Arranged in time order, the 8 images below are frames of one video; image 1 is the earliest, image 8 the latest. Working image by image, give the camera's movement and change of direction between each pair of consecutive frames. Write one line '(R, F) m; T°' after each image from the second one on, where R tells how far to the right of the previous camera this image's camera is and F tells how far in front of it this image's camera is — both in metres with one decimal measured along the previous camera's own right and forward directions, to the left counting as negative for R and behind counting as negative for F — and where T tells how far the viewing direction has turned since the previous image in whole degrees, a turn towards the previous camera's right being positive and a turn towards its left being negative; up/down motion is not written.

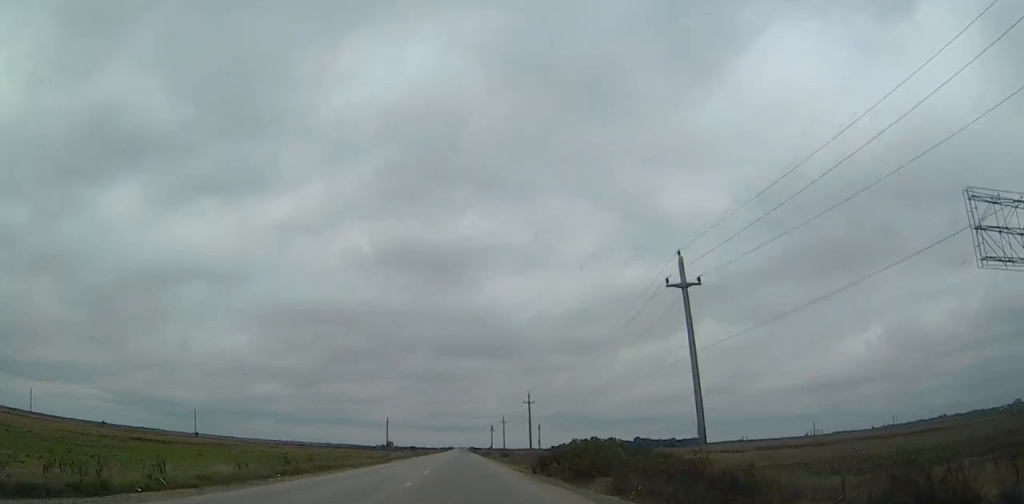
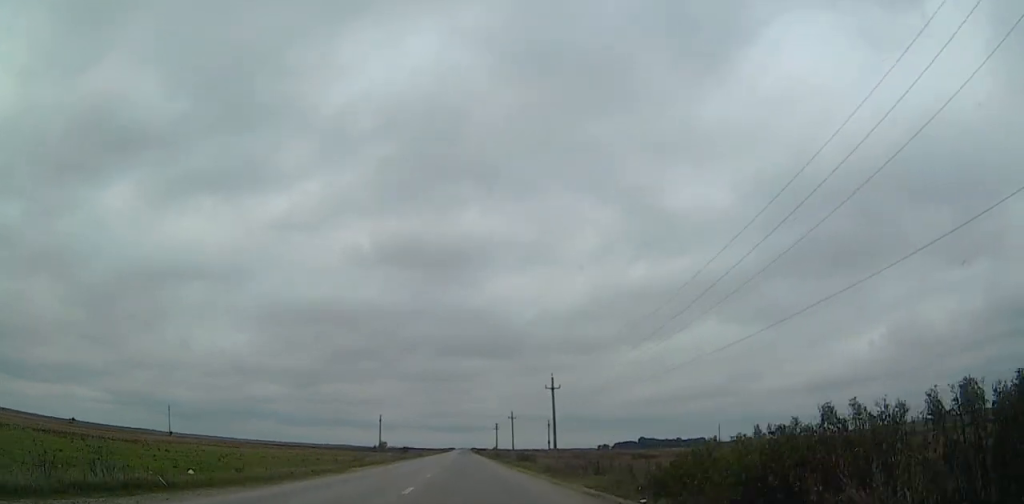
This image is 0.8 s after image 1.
(0.0, +24.7) m; 0°
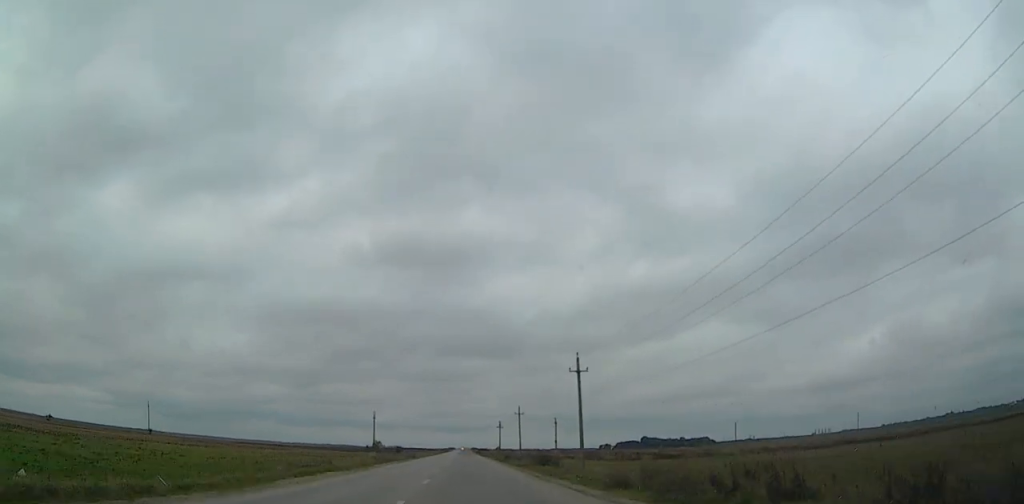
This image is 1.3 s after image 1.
(0.0, +16.5) m; 0°
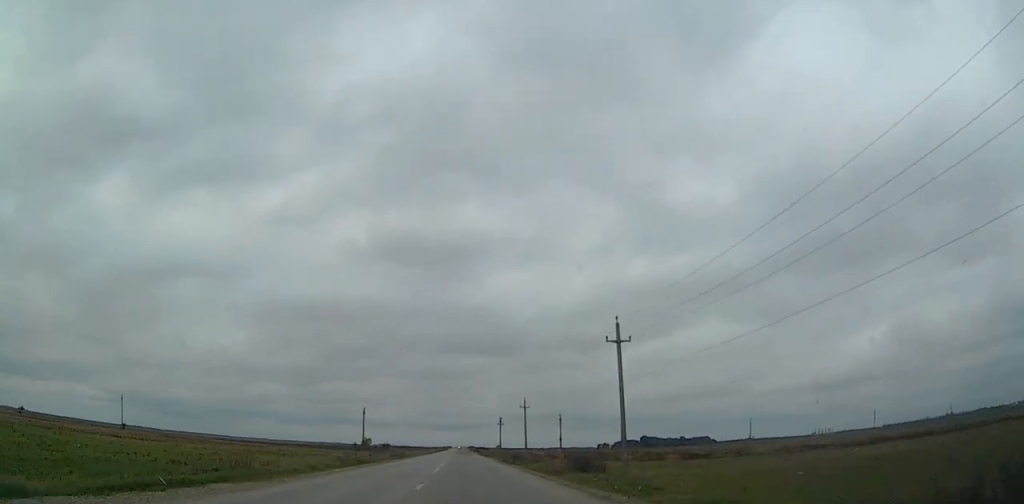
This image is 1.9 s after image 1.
(0.0, +16.5) m; 0°
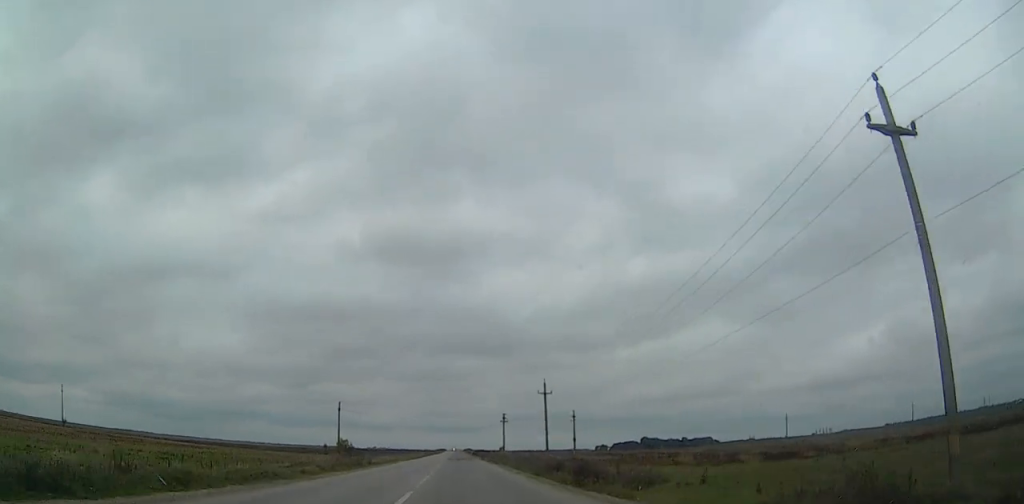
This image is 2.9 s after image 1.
(+0.1, +32.0) m; 0°
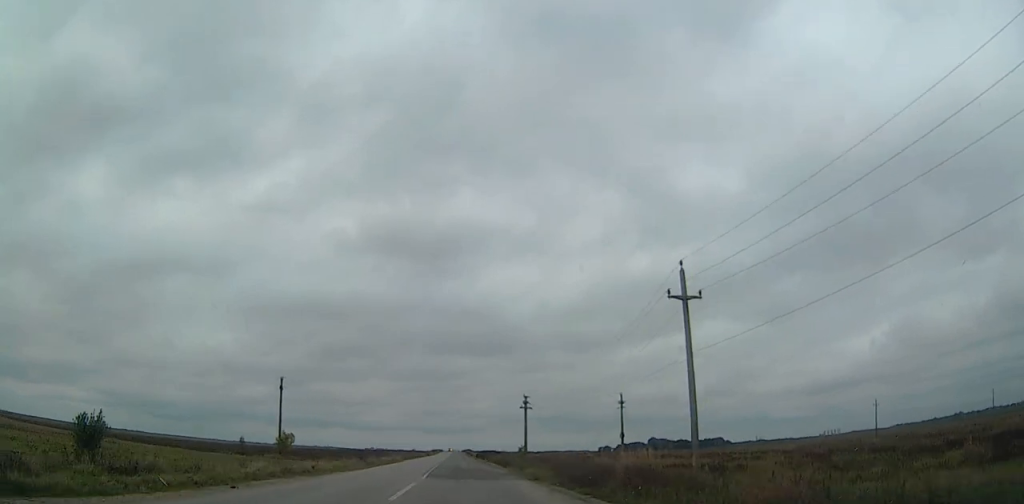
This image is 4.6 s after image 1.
(+0.1, +51.5) m; 0°
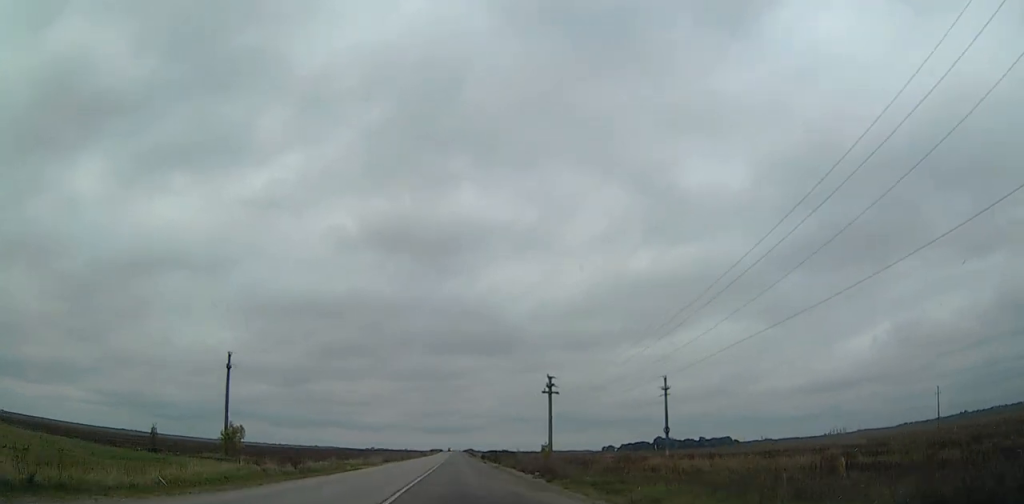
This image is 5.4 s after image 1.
(+0.1, +25.7) m; 0°
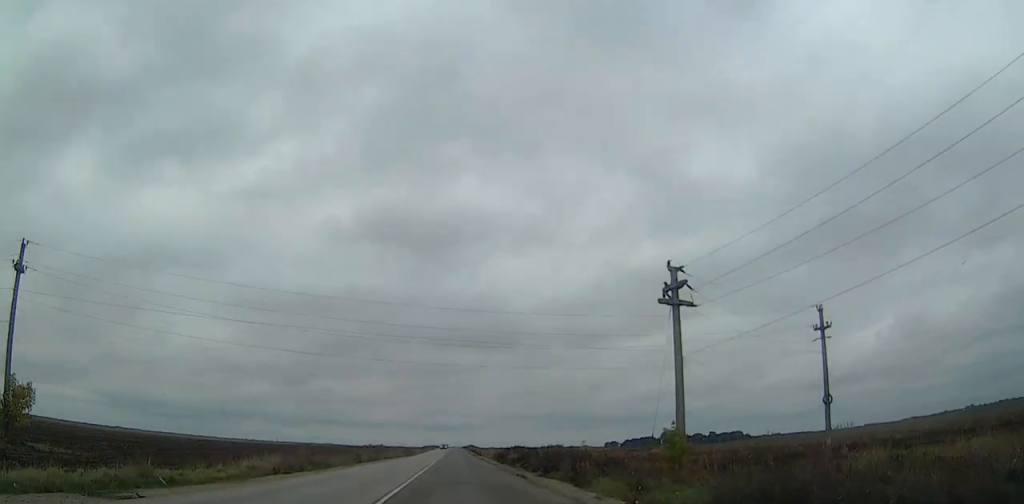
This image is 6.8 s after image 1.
(-0.1, +44.1) m; 0°
